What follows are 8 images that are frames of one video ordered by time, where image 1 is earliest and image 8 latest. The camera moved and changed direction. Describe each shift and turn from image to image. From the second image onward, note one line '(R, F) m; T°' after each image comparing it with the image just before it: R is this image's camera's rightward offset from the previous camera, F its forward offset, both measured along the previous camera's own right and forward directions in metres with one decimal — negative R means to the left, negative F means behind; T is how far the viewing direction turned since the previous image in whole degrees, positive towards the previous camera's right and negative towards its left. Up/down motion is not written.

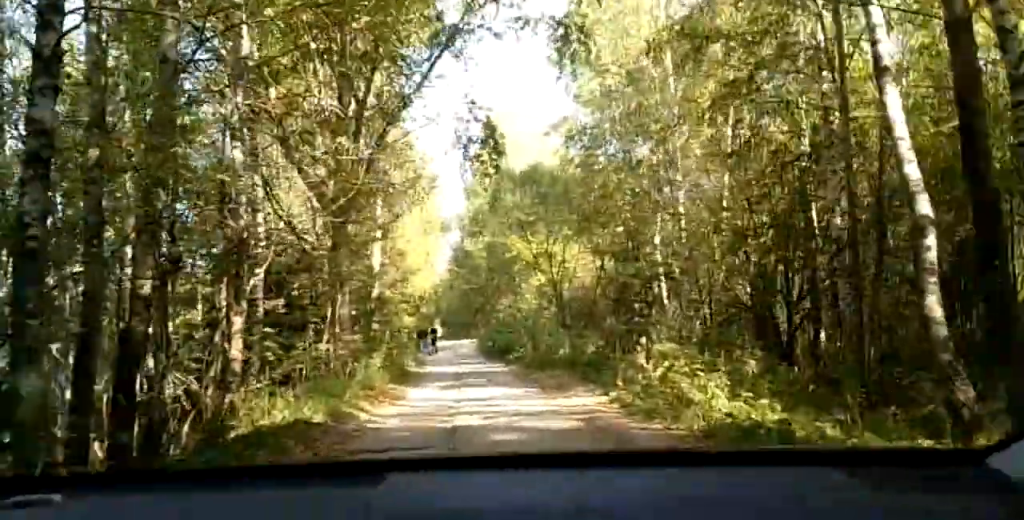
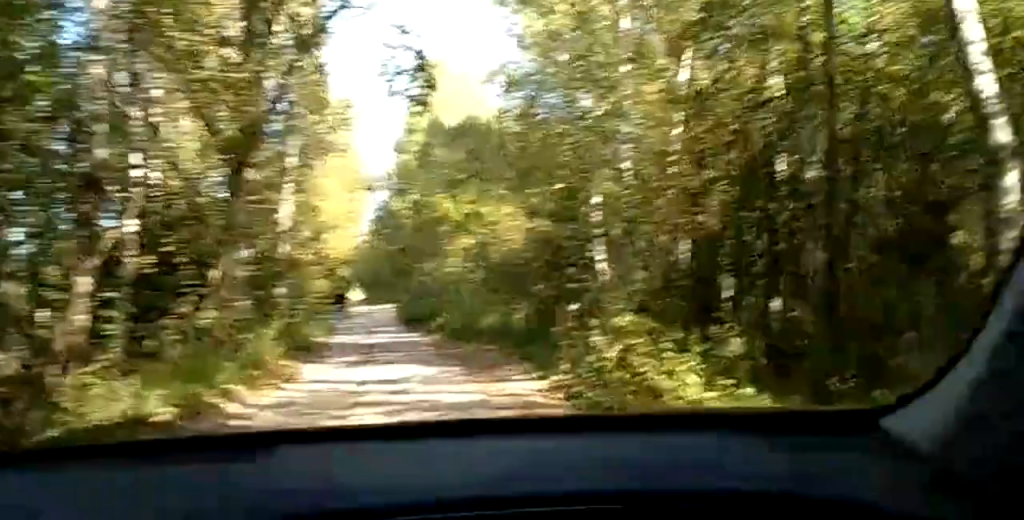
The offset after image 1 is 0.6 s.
(0.0, +2.0) m; 0°
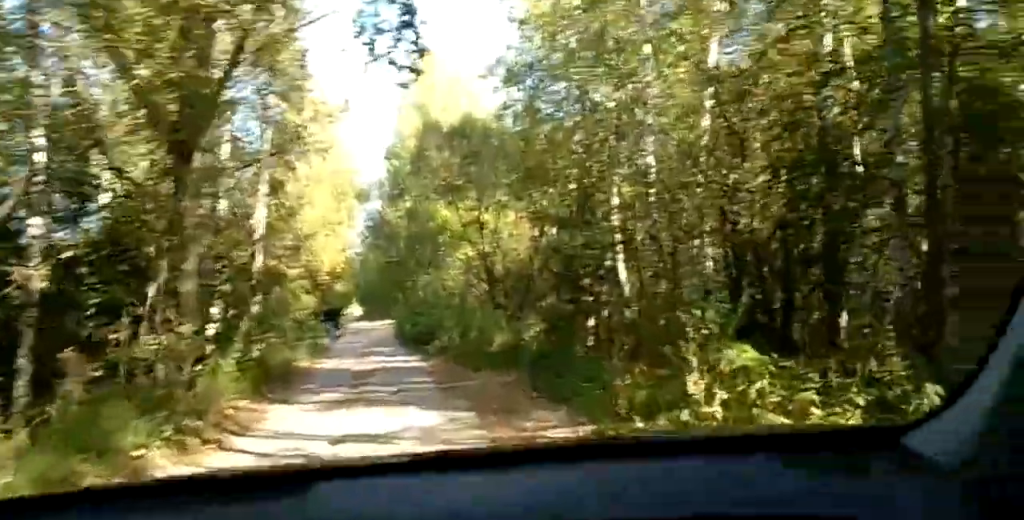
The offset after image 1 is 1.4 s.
(0.0, +3.0) m; 0°
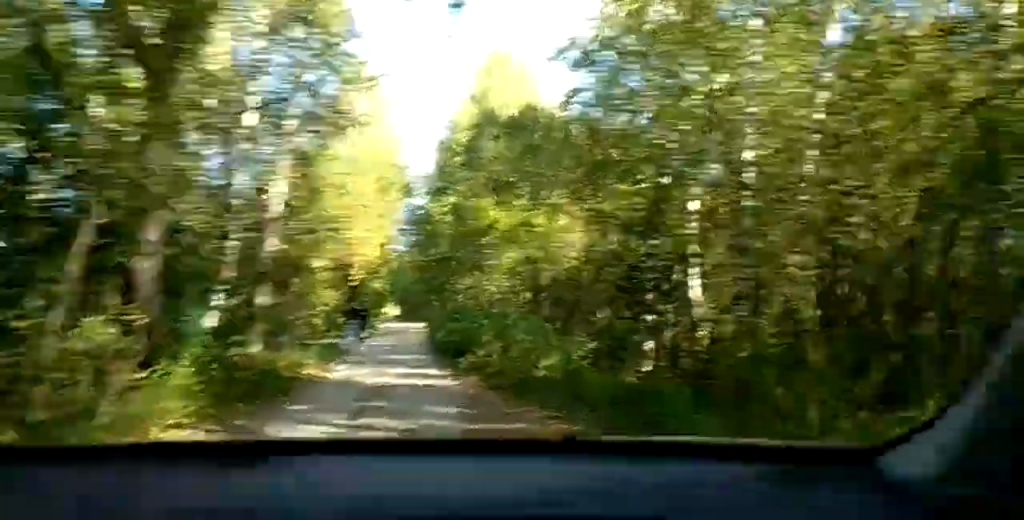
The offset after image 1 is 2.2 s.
(0.0, +3.4) m; 0°
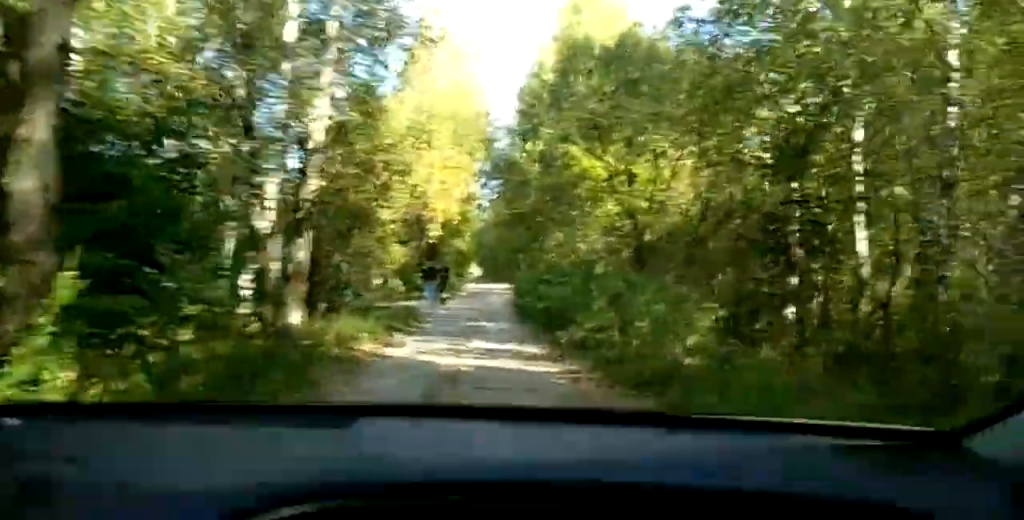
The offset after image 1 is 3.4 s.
(0.0, +4.5) m; +1°
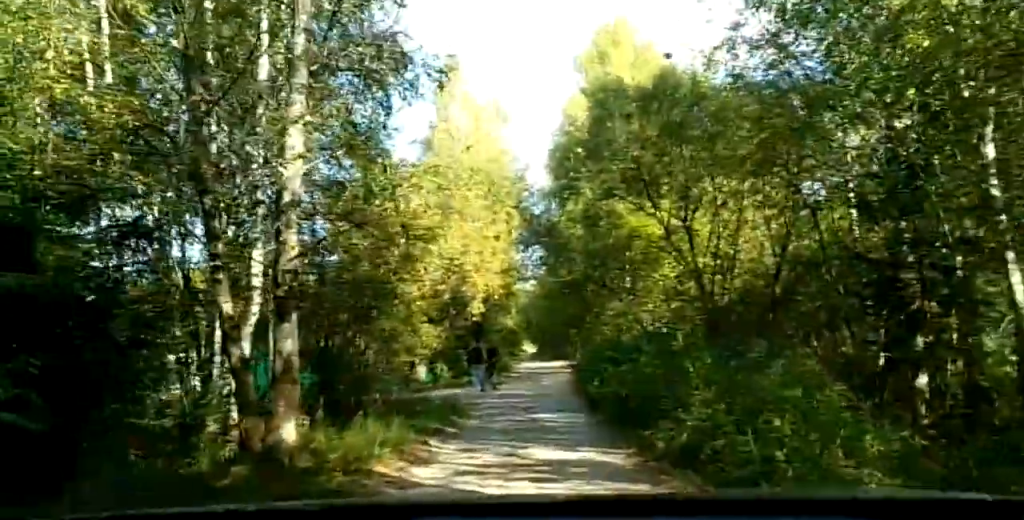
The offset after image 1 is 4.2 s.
(0.0, +3.7) m; +4°
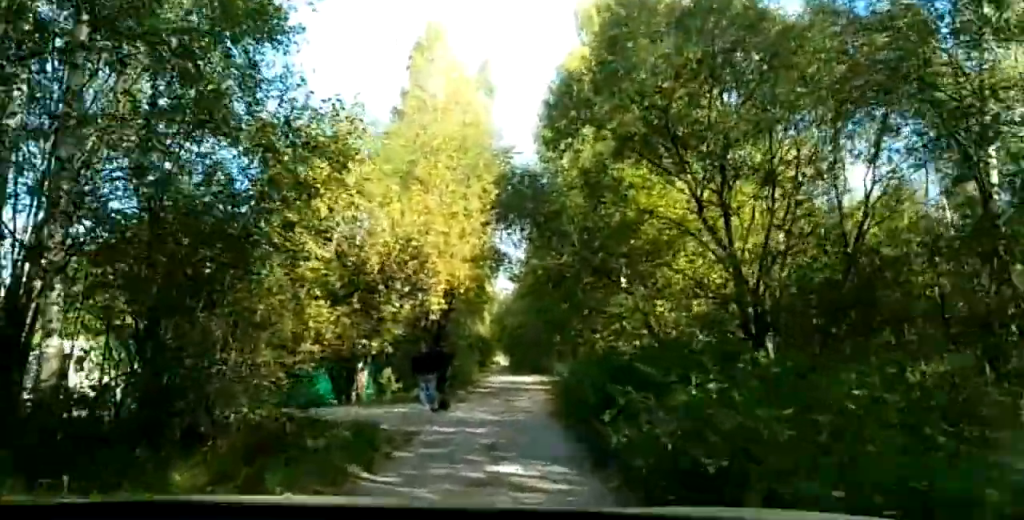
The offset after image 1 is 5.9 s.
(+0.4, +7.4) m; +3°
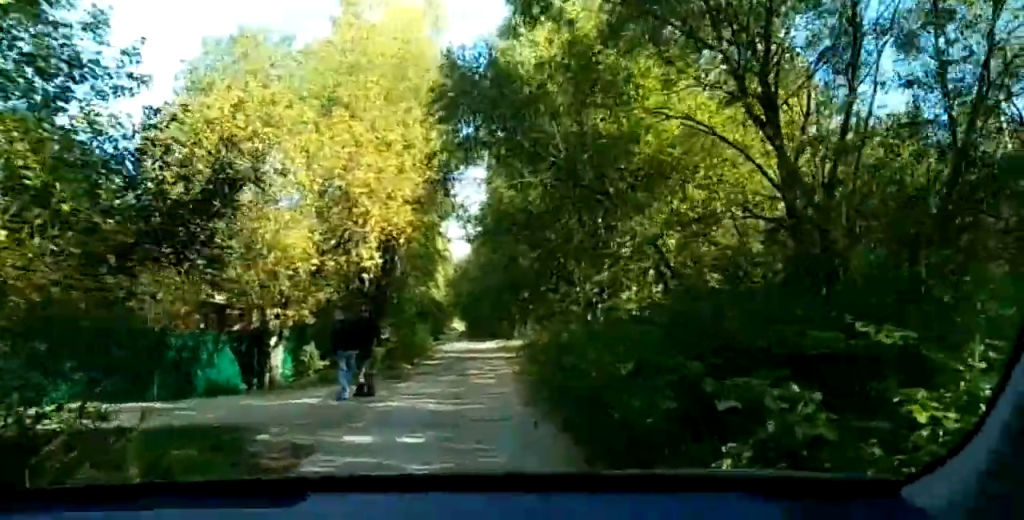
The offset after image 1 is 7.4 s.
(0.0, +7.1) m; 0°
